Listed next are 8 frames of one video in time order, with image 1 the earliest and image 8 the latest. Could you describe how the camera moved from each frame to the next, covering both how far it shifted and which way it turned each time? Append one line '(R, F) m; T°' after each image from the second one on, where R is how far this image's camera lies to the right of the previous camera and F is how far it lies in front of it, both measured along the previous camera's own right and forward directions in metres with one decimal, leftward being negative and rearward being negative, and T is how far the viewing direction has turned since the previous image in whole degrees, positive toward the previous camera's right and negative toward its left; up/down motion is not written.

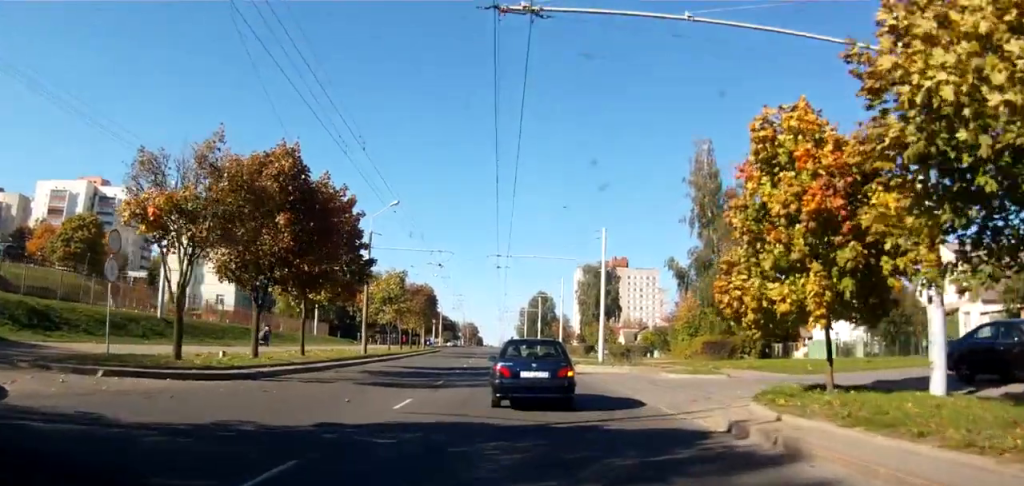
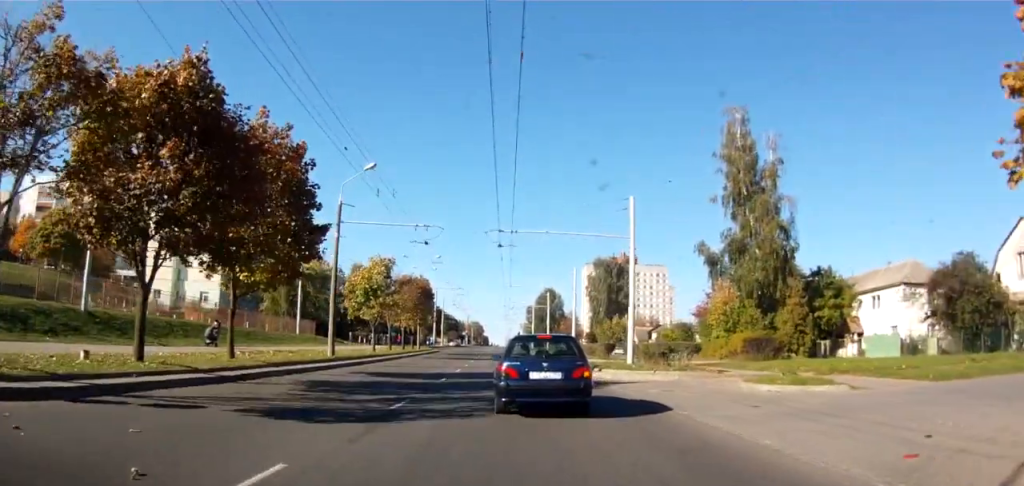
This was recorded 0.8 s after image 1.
(+0.2, +8.8) m; -3°
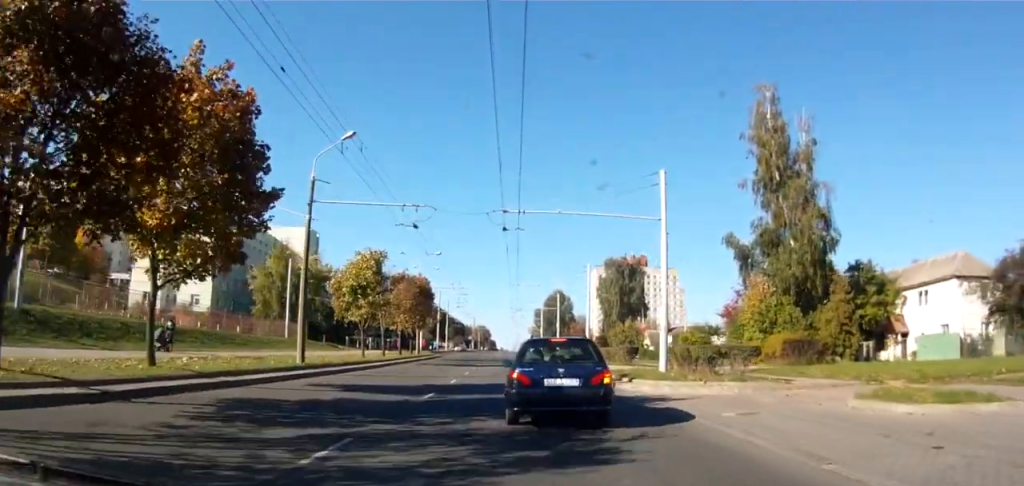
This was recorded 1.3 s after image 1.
(-0.3, +6.1) m; -2°
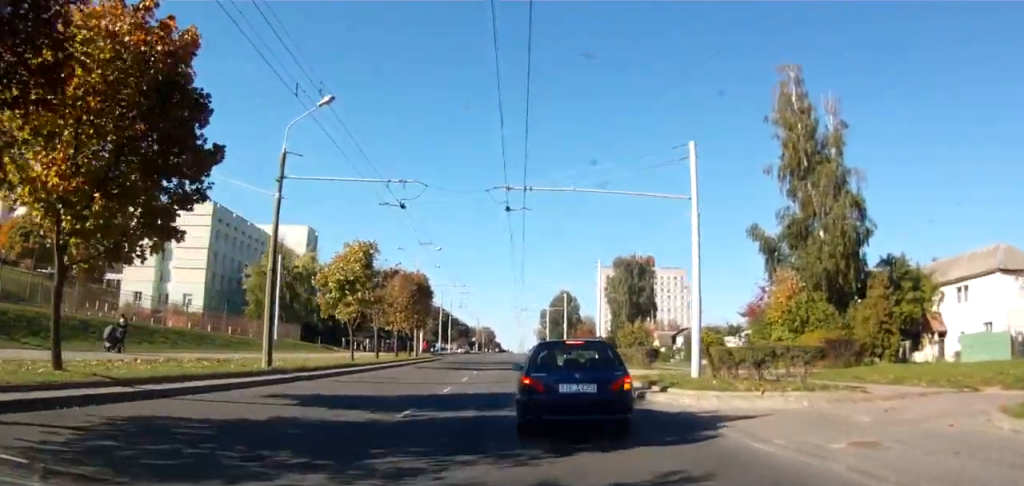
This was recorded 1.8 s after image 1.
(-0.4, +4.6) m; -1°
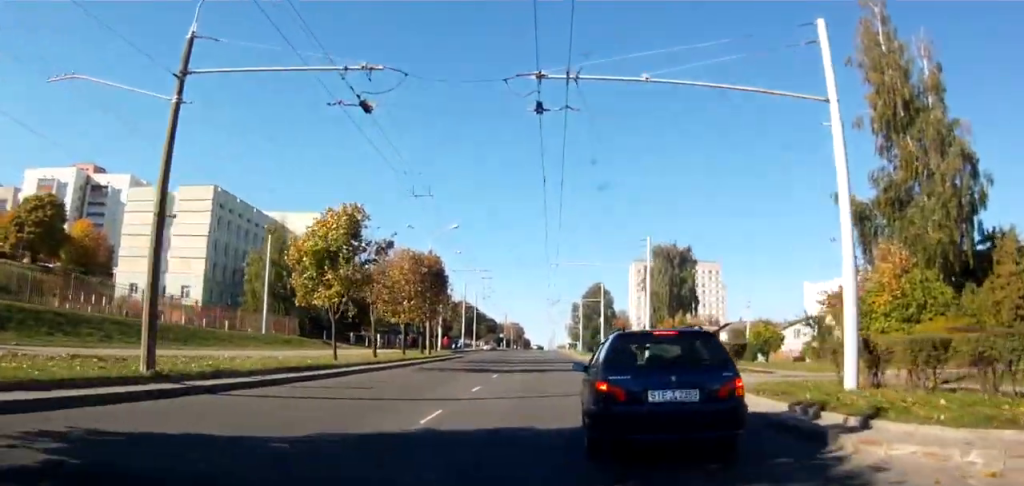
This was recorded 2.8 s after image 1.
(+0.3, +9.8) m; 0°
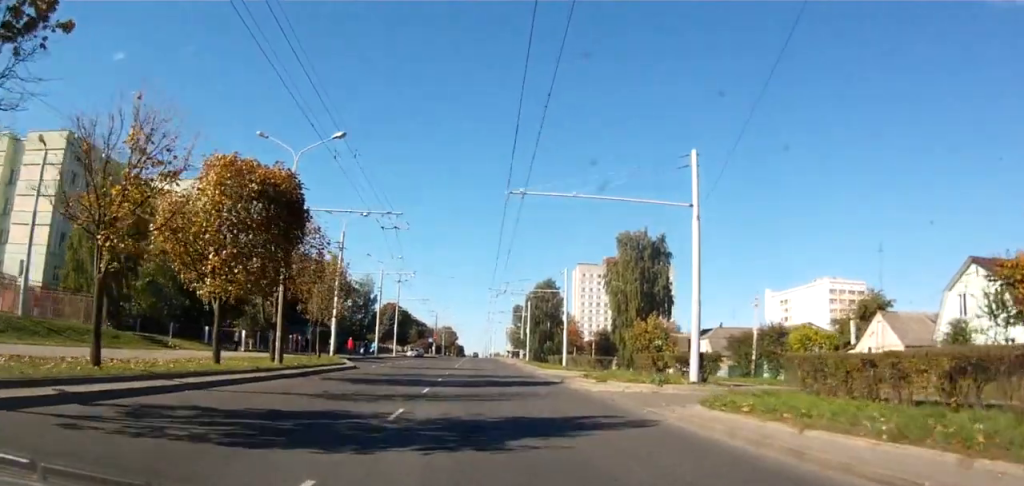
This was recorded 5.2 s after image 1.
(-0.7, +21.8) m; +1°
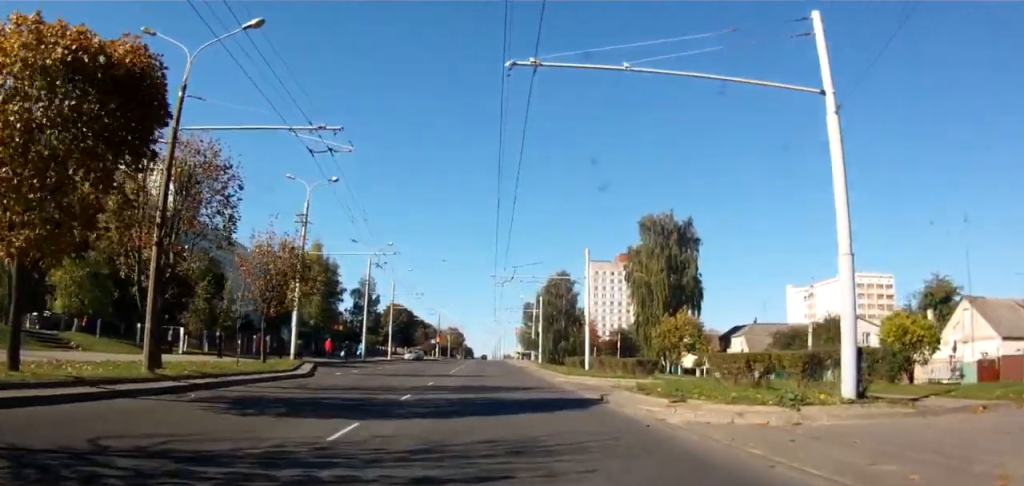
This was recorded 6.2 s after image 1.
(+0.4, +9.7) m; +2°
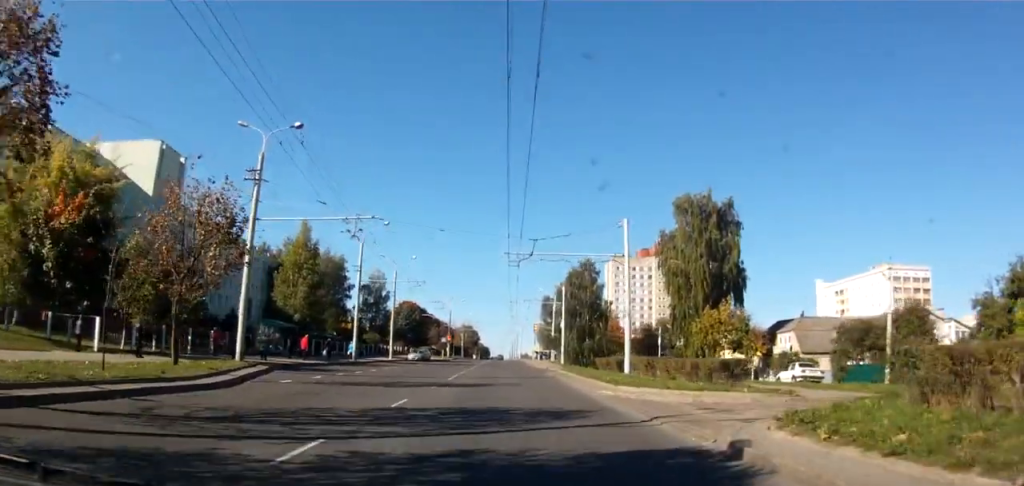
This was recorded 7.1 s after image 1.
(-0.1, +8.7) m; -1°
